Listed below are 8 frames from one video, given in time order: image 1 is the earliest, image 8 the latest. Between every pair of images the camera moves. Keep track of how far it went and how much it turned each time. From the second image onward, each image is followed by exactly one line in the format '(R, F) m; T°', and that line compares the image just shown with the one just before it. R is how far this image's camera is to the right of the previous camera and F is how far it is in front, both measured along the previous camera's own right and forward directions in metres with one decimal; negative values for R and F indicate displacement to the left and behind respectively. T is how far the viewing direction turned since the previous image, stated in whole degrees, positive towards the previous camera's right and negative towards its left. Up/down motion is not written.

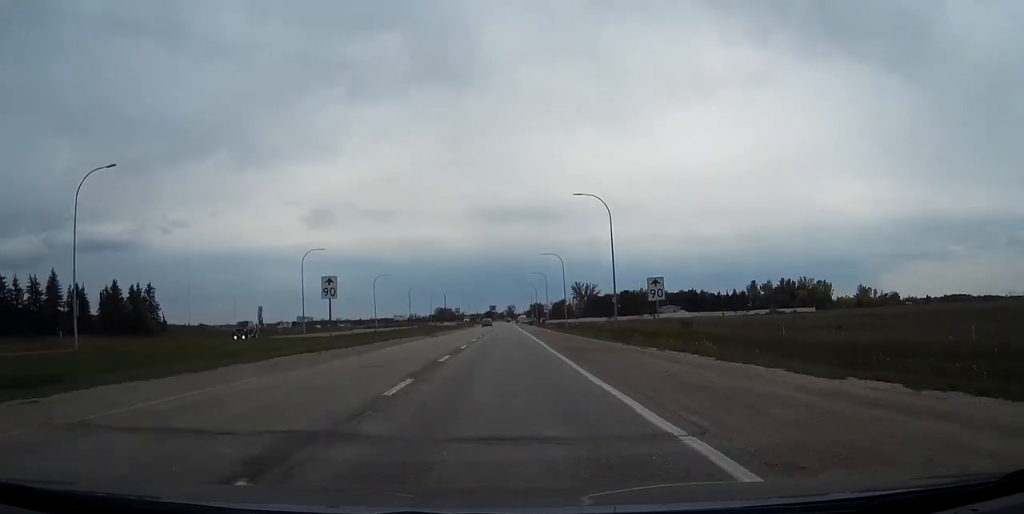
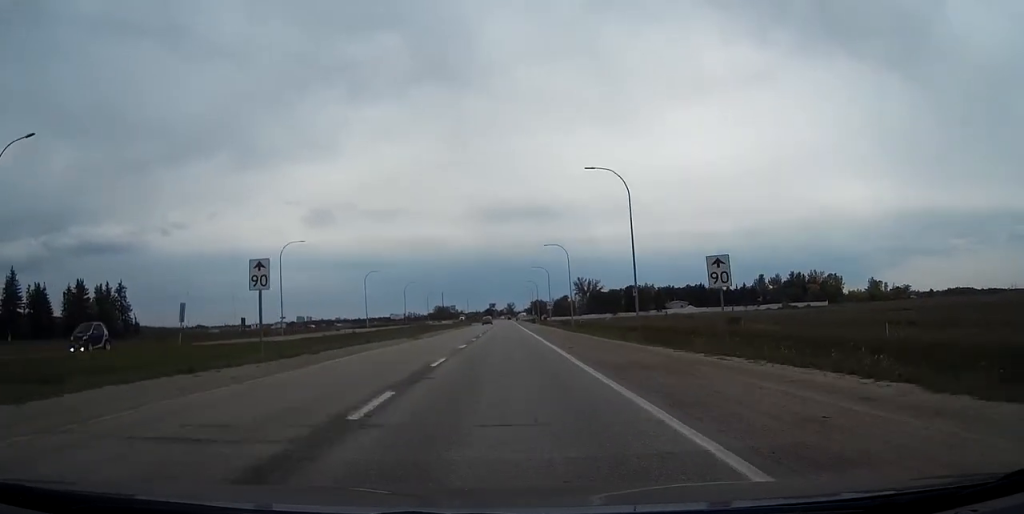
(0.0, +12.0) m; 0°
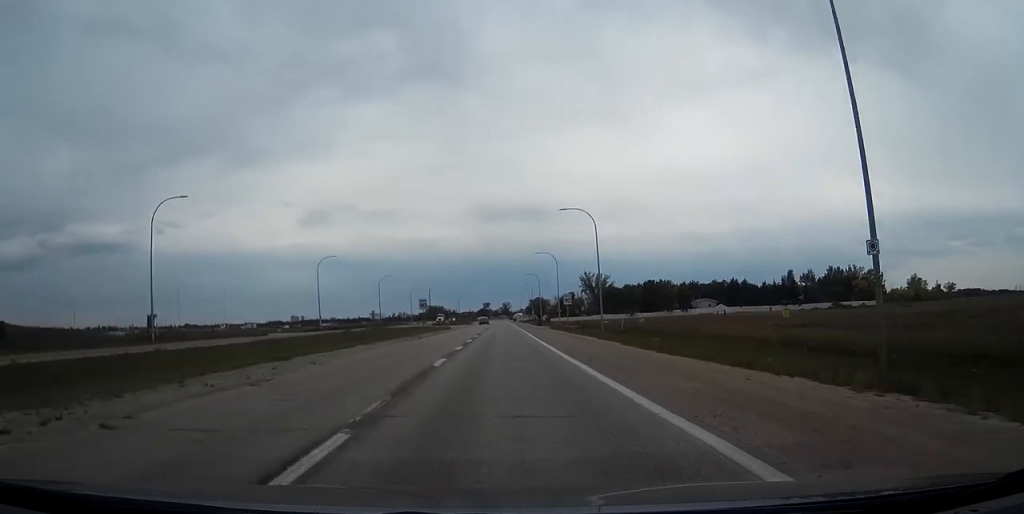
(+0.3, +41.7) m; 0°
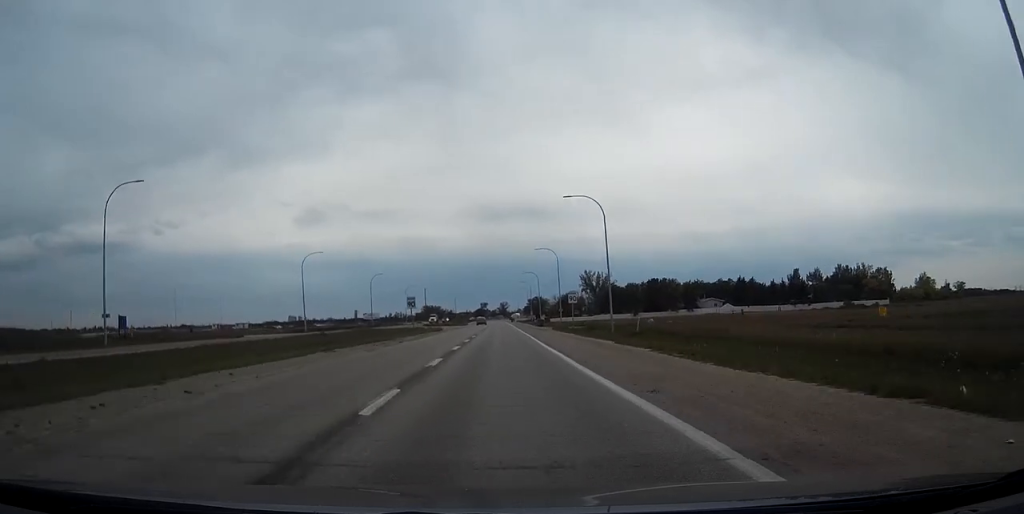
(0.0, +9.0) m; 0°
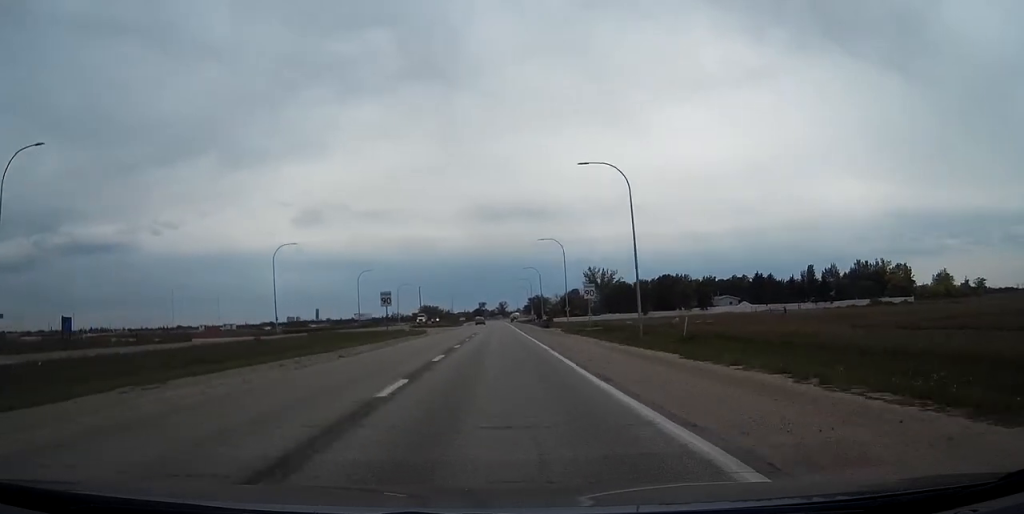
(0.0, +15.7) m; 0°
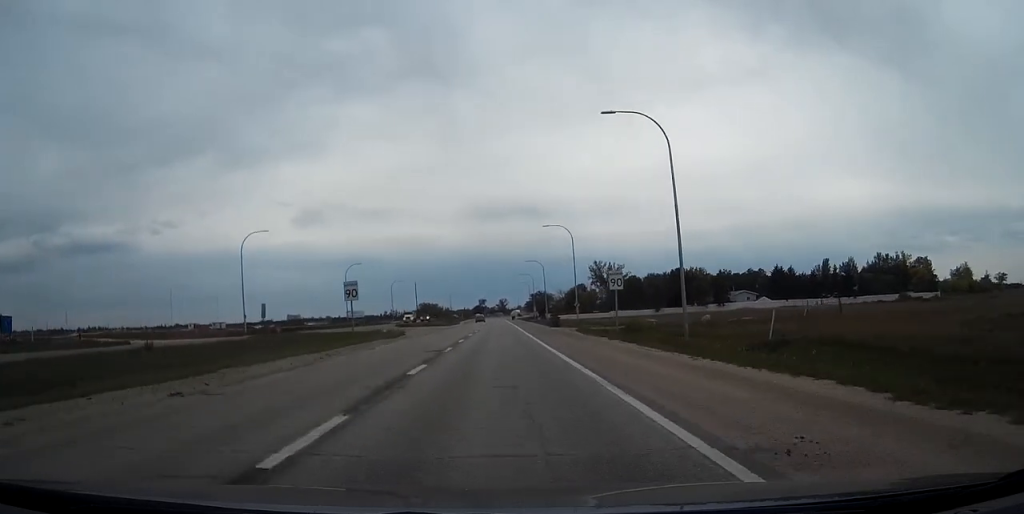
(0.0, +14.2) m; 0°
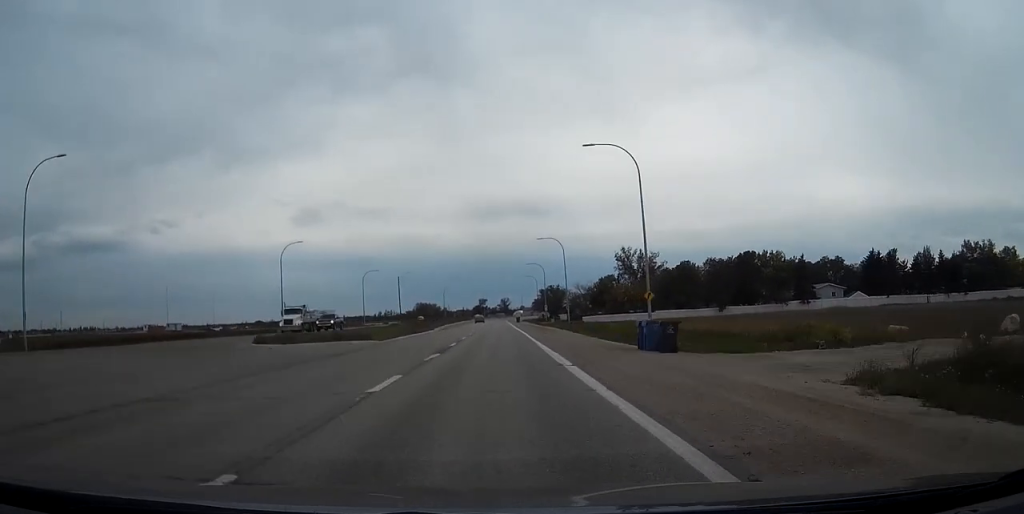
(-0.5, +49.5) m; -1°
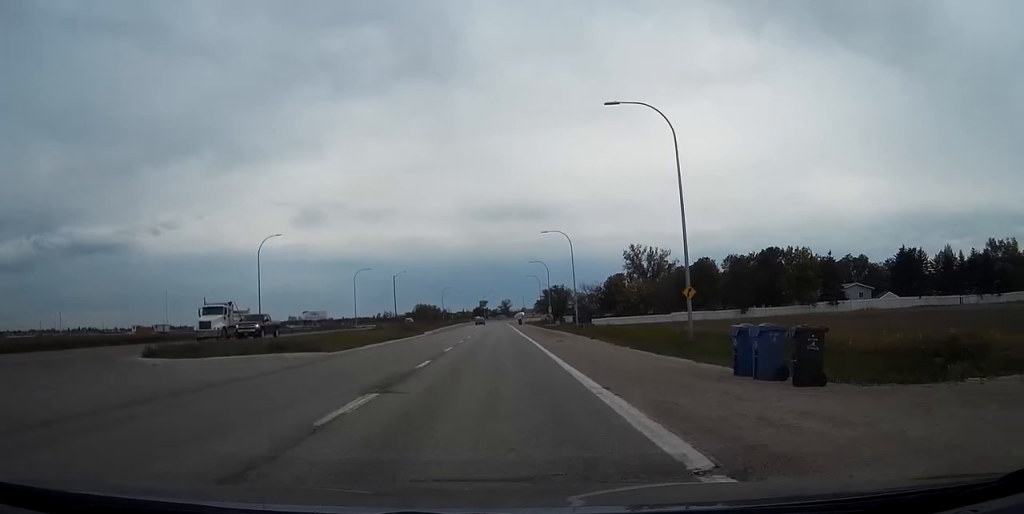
(+0.1, +11.3) m; 0°
